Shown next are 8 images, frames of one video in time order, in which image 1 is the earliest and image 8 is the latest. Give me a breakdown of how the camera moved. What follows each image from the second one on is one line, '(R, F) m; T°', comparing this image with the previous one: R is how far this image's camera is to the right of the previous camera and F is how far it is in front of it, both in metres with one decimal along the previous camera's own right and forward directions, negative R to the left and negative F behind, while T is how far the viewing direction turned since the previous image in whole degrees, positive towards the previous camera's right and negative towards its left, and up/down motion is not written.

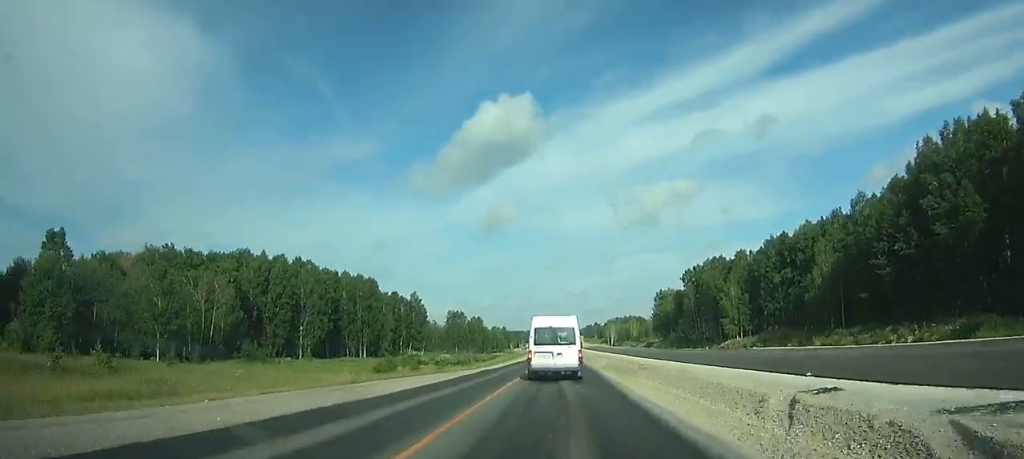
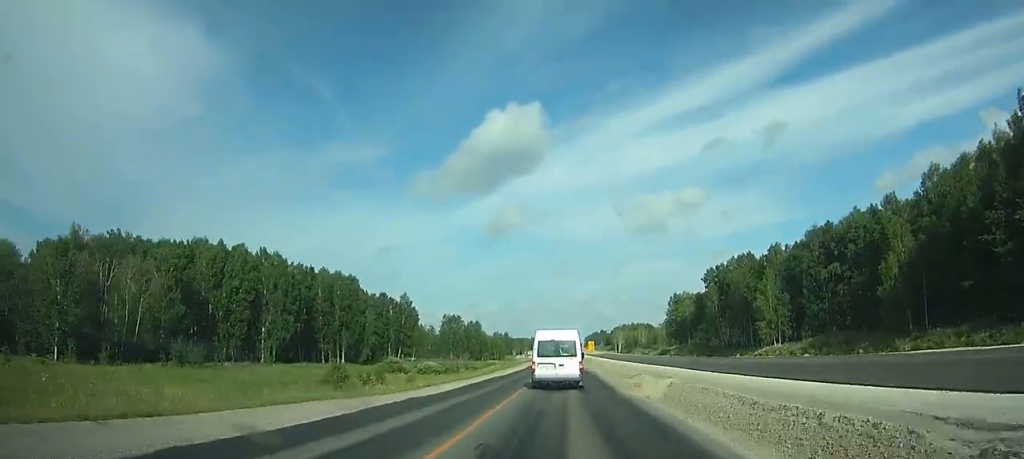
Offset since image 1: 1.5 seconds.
(0.0, +22.9) m; 0°
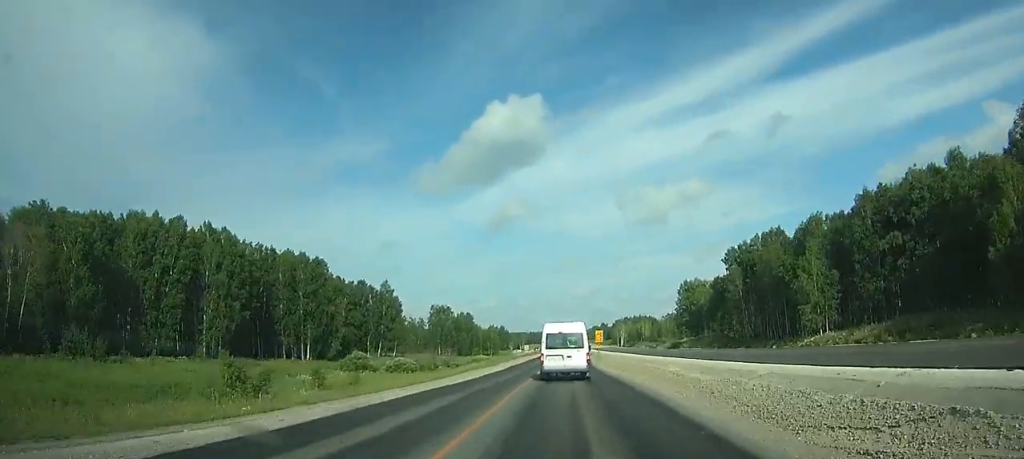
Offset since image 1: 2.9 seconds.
(0.0, +22.6) m; 0°
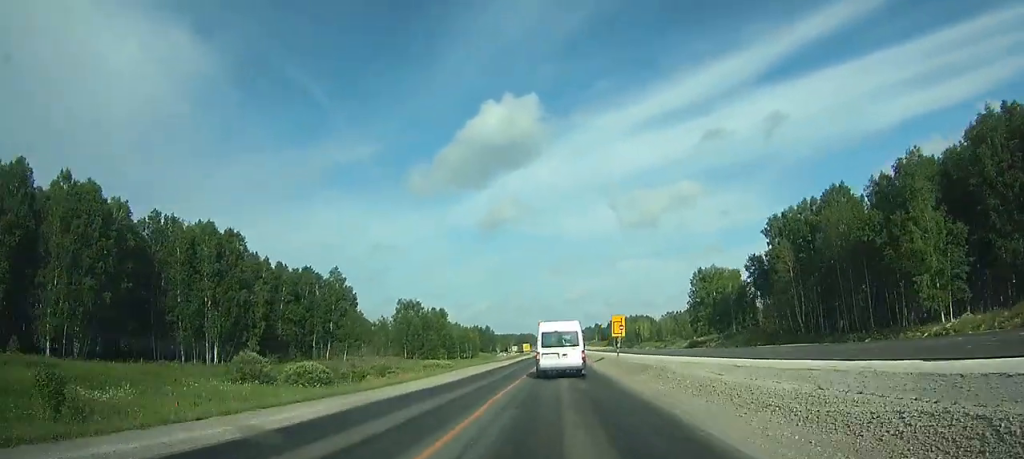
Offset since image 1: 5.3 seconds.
(+0.1, +34.0) m; 0°
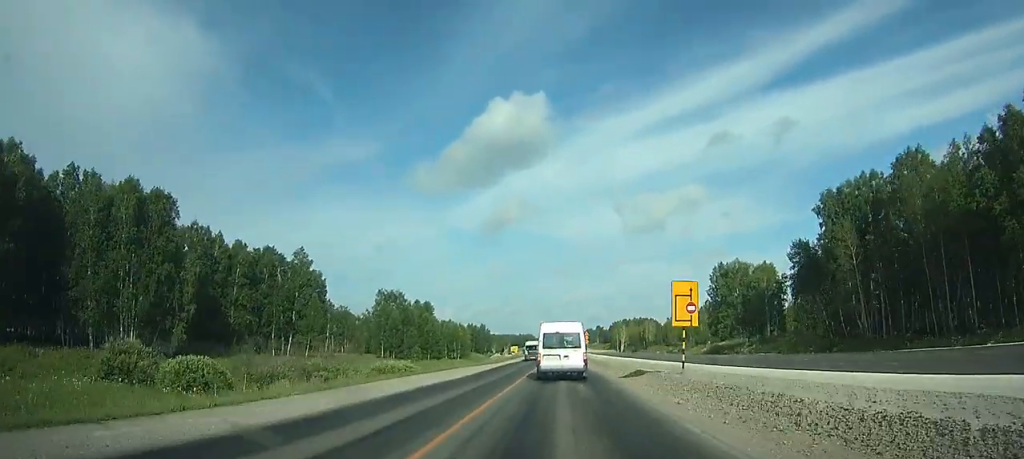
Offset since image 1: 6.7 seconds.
(0.0, +20.5) m; 0°
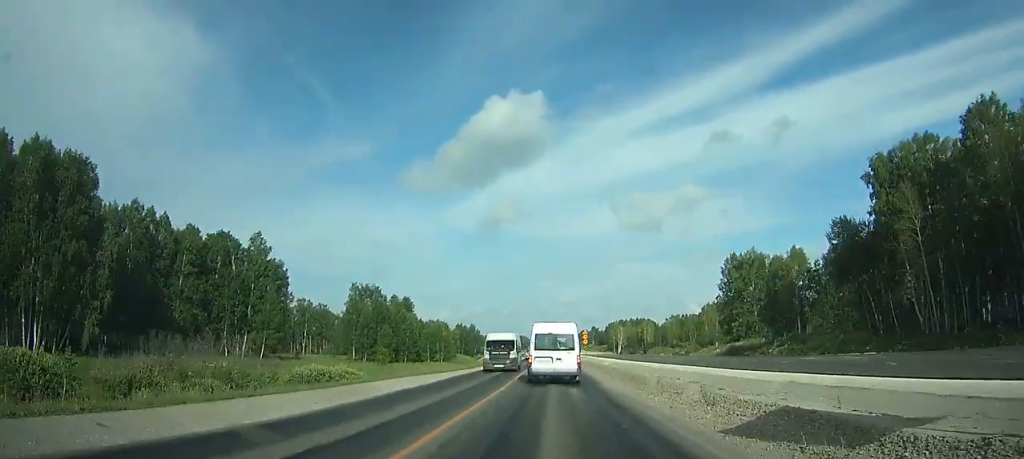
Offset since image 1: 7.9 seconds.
(0.0, +15.7) m; 0°
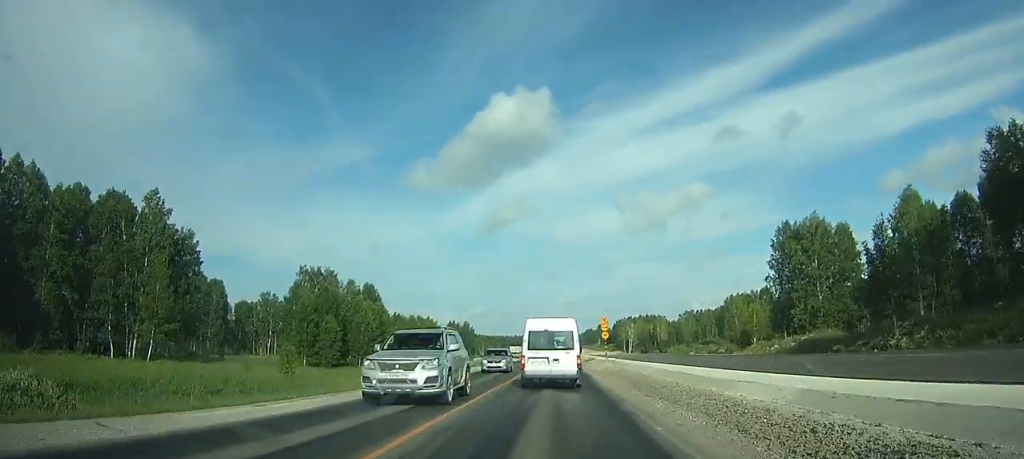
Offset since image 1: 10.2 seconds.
(+0.1, +33.2) m; 0°
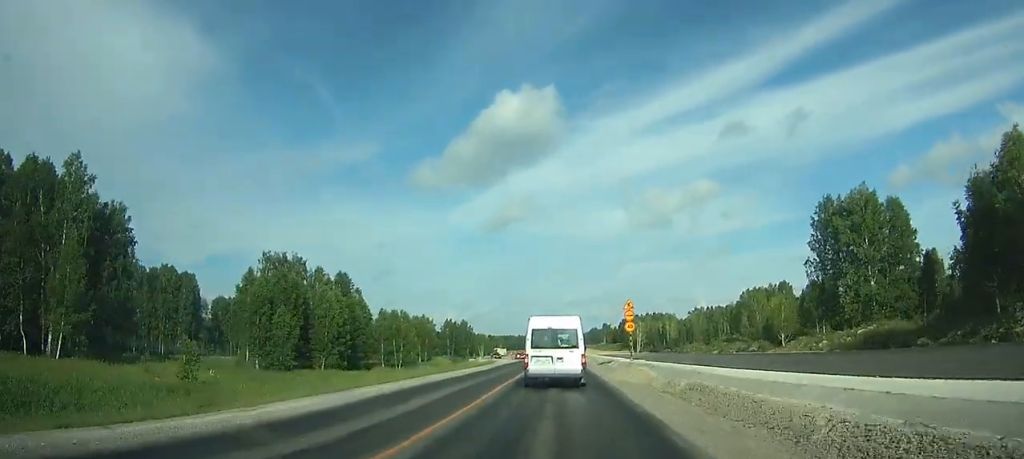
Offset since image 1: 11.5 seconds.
(0.0, +18.9) m; 0°
